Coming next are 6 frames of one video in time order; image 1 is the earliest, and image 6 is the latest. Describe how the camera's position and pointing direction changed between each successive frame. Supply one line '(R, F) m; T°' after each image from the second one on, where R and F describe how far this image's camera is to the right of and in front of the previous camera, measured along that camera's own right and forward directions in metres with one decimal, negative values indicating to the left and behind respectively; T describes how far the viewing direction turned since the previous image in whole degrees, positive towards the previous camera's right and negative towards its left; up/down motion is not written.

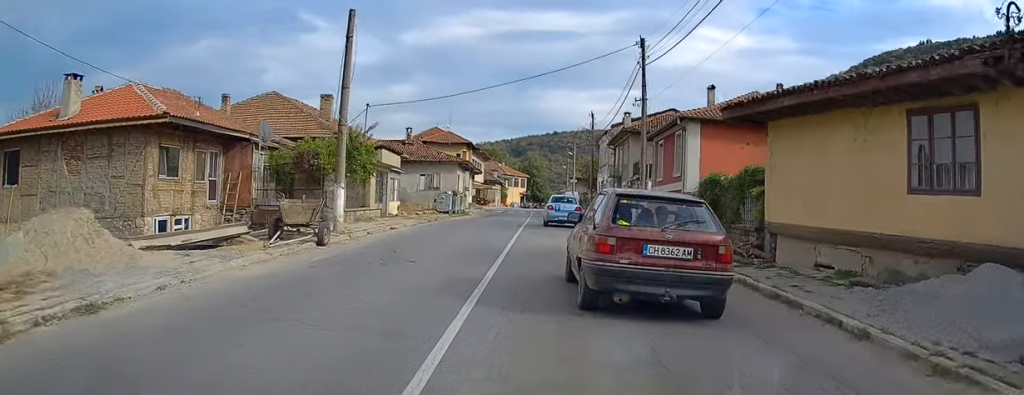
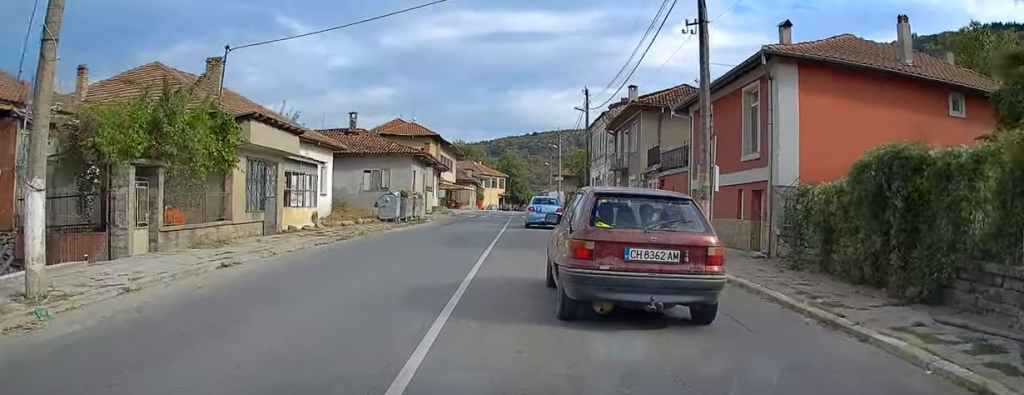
(+0.2, +11.7) m; 0°
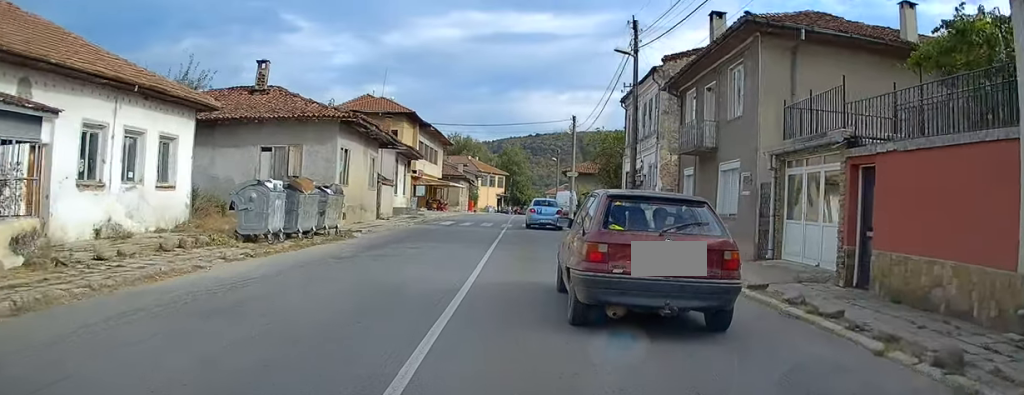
(-0.7, +16.2) m; -2°
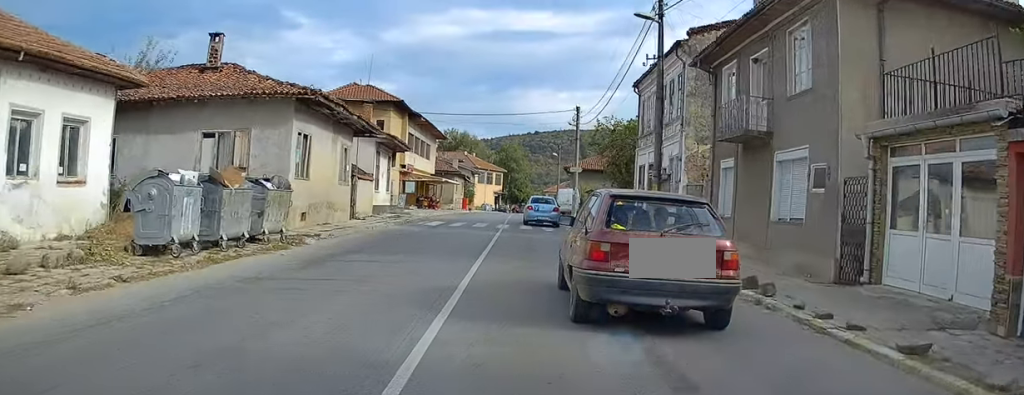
(+0.1, +4.5) m; +3°
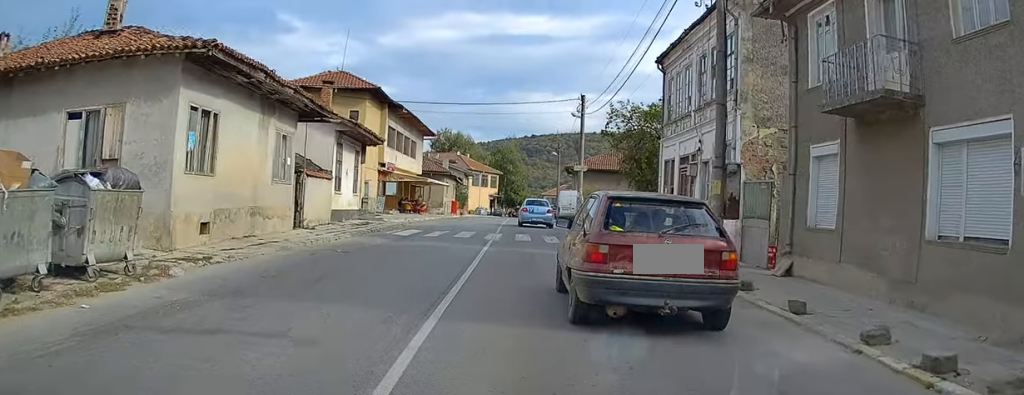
(+0.2, +6.4) m; -2°
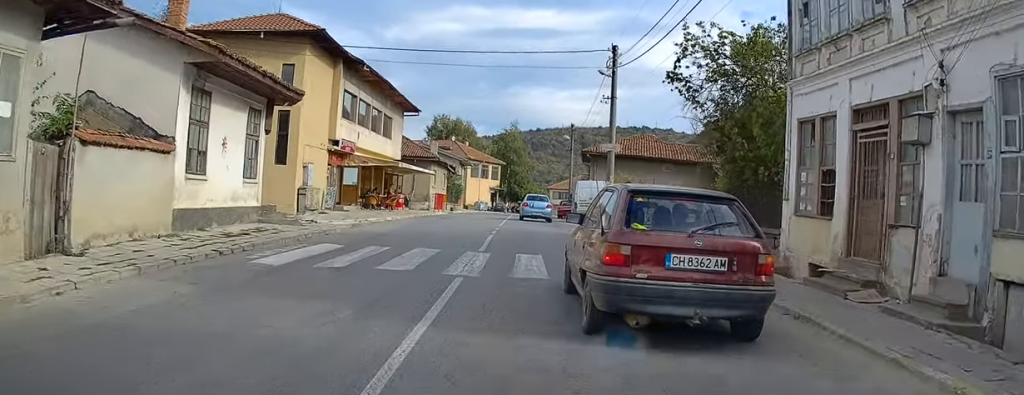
(-0.6, +11.9) m; -1°
